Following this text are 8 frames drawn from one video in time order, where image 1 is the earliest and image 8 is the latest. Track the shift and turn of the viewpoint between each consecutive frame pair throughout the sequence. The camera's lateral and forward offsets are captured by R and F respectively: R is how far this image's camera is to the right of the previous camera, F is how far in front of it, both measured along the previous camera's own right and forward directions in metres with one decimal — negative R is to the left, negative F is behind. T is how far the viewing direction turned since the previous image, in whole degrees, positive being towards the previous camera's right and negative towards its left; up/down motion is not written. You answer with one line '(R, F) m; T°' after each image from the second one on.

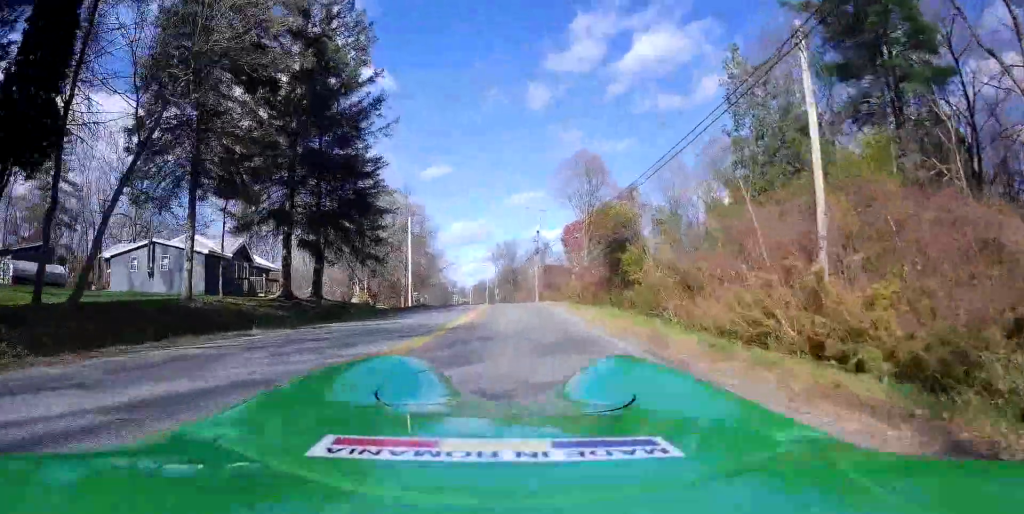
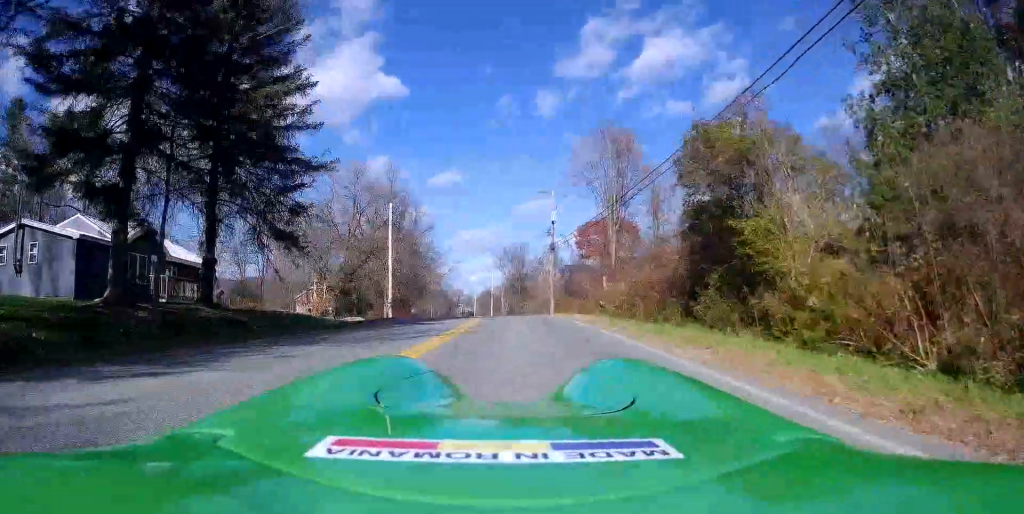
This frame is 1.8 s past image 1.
(0.0, +12.4) m; 0°
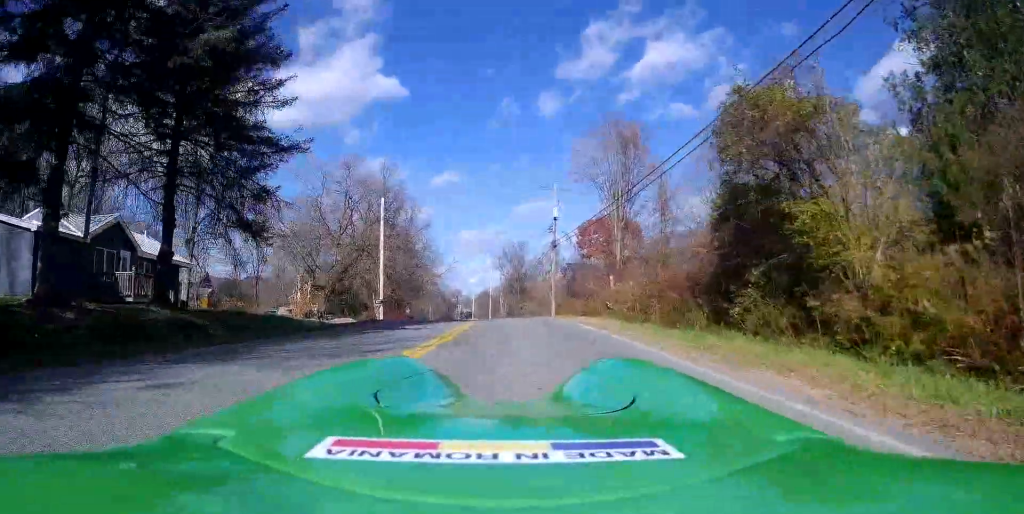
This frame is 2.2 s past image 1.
(0.0, +2.9) m; 0°
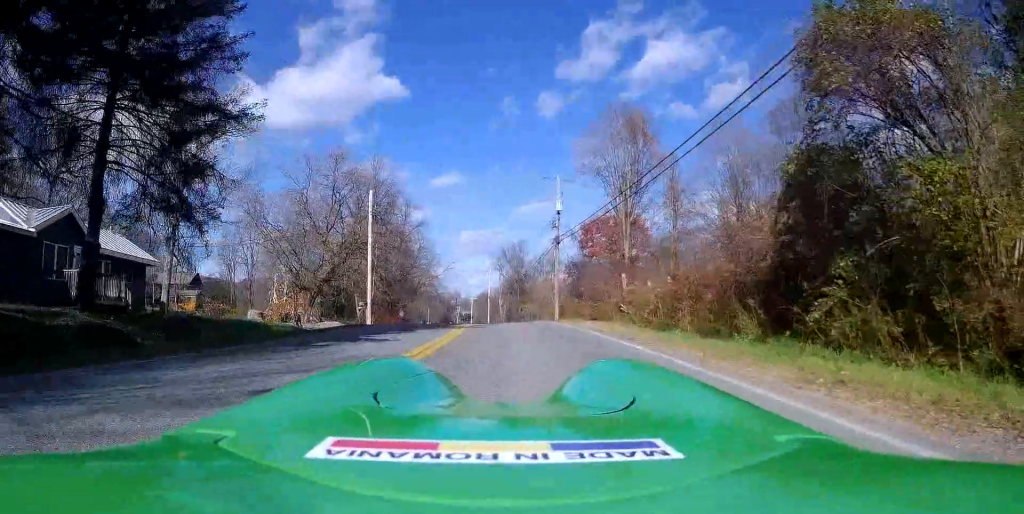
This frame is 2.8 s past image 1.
(0.0, +3.7) m; 0°
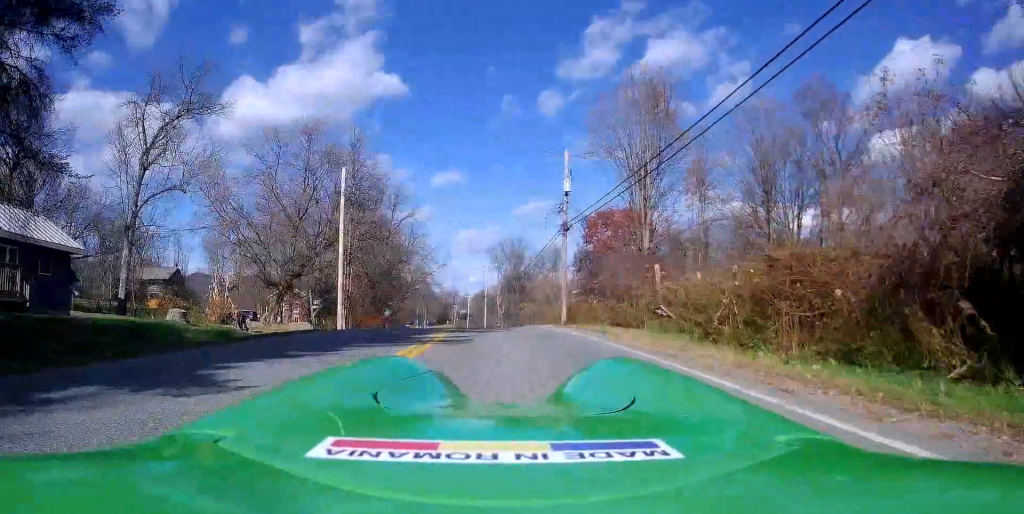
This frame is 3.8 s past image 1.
(0.0, +6.8) m; 0°
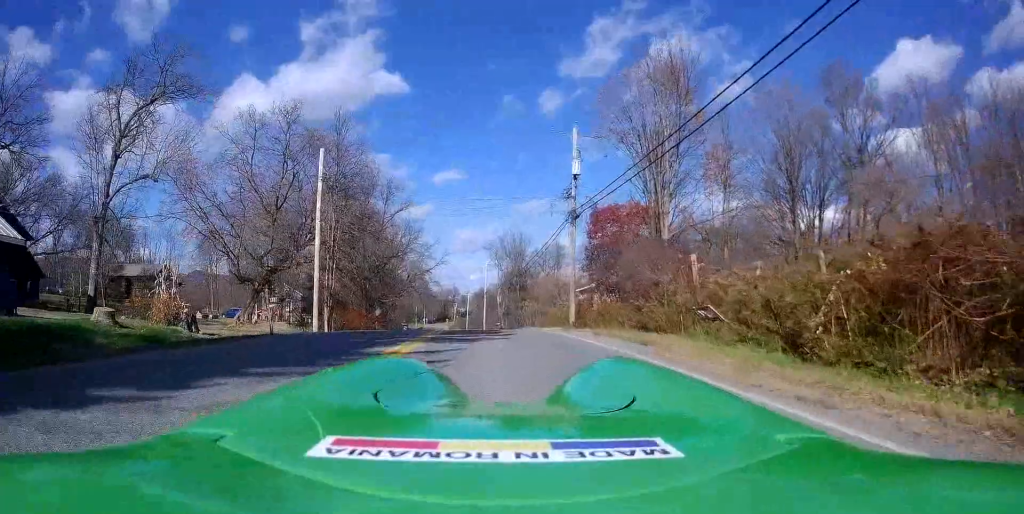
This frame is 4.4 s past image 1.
(0.0, +4.4) m; 0°
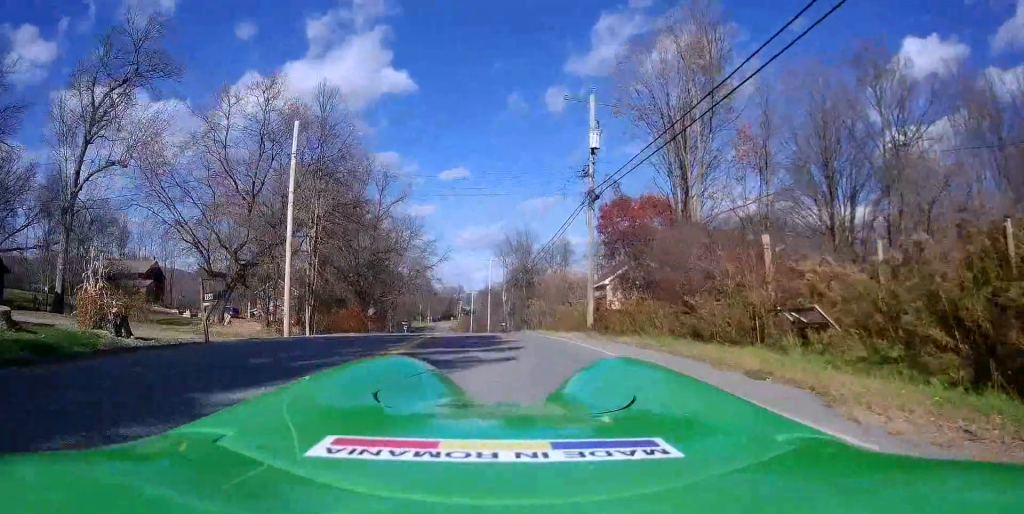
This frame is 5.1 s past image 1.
(0.0, +4.7) m; 0°
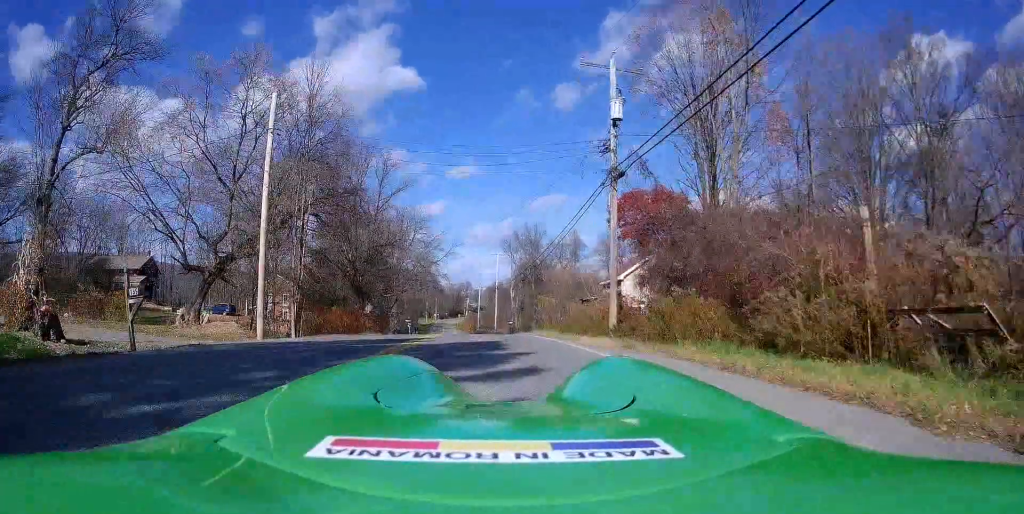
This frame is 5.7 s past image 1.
(0.0, +3.8) m; 0°
